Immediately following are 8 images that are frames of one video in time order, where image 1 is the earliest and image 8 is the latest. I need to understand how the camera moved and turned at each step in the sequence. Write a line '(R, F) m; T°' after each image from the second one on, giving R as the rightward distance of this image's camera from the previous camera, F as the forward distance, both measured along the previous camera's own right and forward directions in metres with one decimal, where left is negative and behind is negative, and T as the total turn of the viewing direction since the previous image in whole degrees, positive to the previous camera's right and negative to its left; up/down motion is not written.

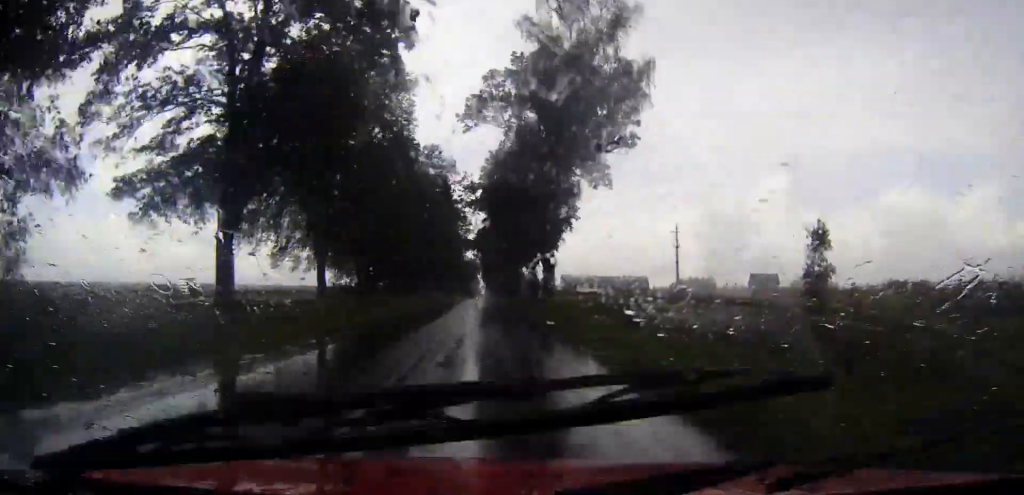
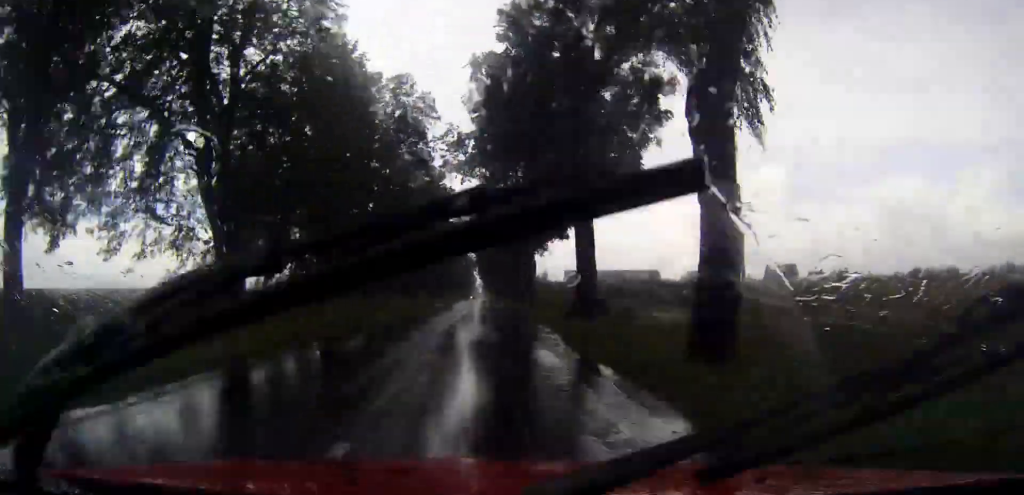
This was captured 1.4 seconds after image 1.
(0.0, +28.7) m; 0°
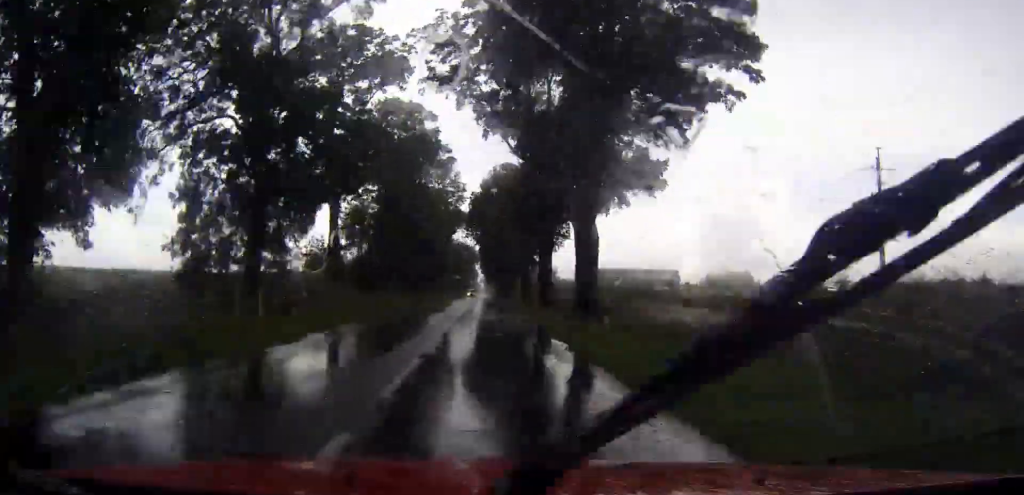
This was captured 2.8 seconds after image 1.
(+0.1, +28.9) m; 0°
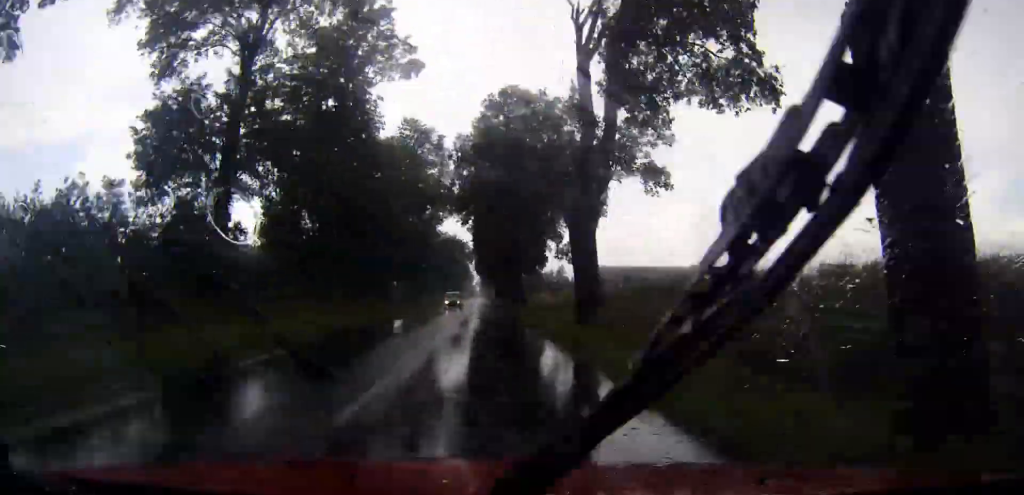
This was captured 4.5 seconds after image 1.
(+0.1, +35.4) m; 0°
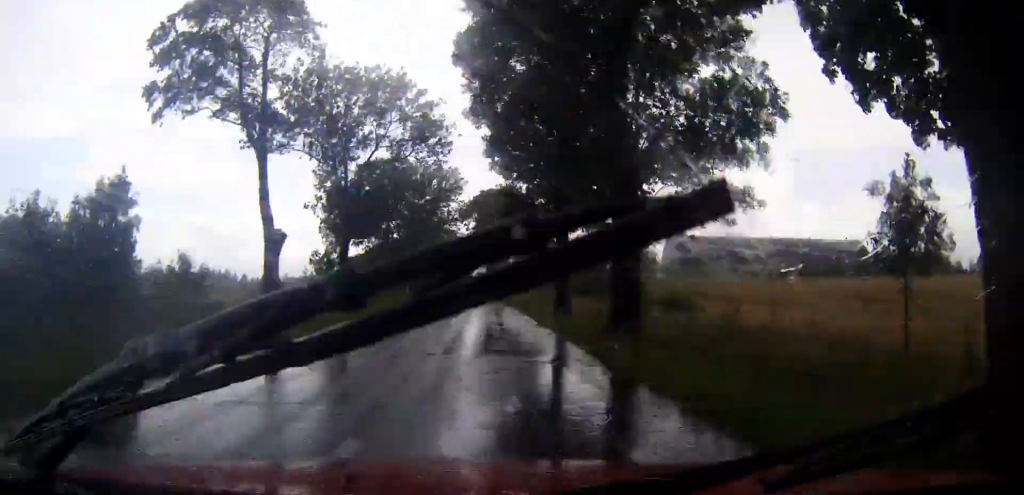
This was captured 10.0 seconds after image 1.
(-0.1, +116.8) m; 0°
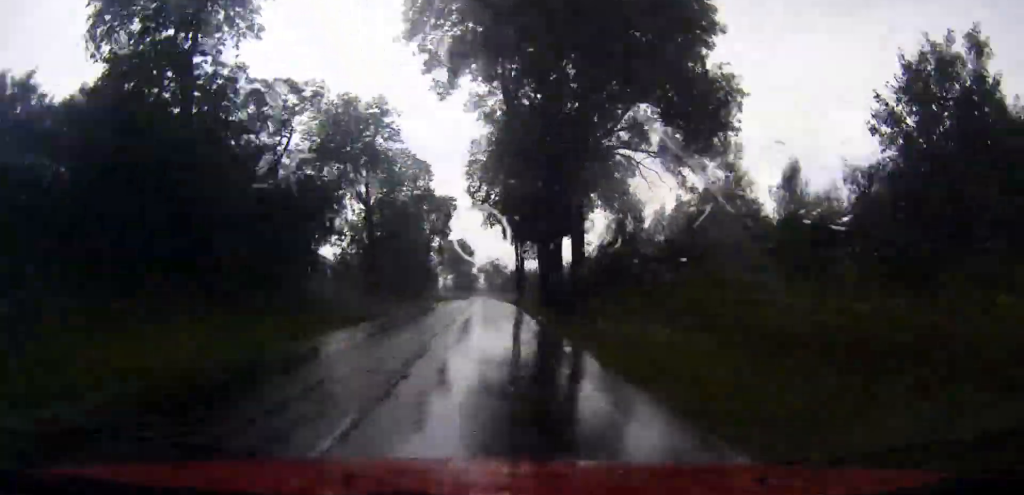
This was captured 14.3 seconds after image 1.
(-0.3, +93.8) m; 0°
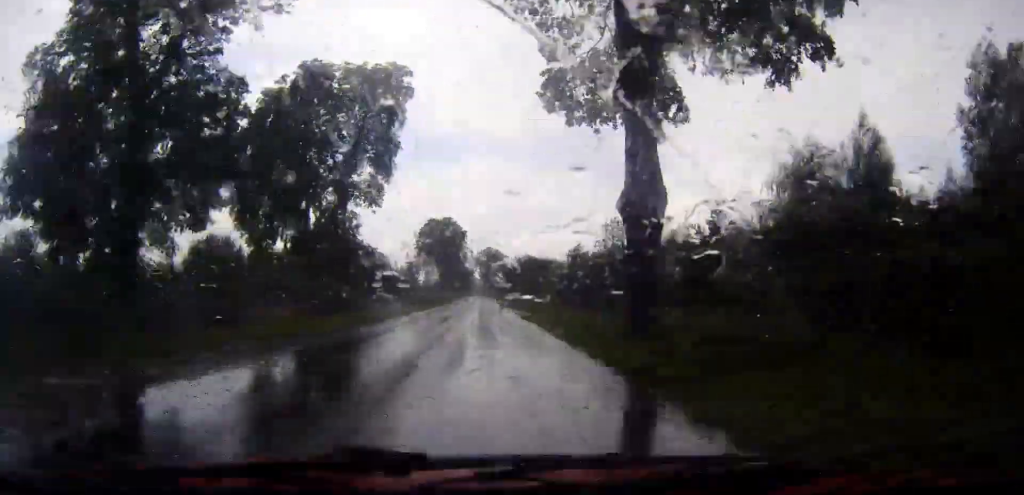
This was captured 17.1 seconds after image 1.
(0.0, +61.3) m; 0°
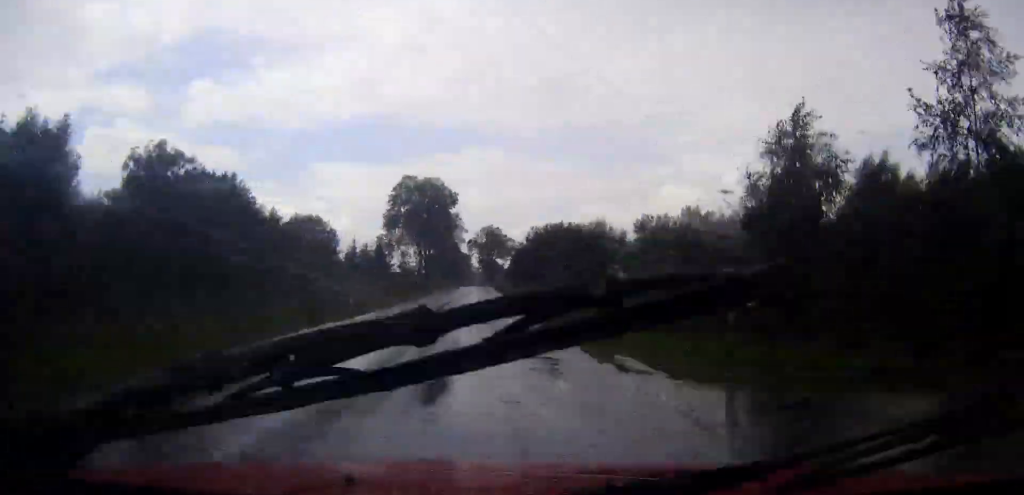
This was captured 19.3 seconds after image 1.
(0.0, +47.8) m; 0°
